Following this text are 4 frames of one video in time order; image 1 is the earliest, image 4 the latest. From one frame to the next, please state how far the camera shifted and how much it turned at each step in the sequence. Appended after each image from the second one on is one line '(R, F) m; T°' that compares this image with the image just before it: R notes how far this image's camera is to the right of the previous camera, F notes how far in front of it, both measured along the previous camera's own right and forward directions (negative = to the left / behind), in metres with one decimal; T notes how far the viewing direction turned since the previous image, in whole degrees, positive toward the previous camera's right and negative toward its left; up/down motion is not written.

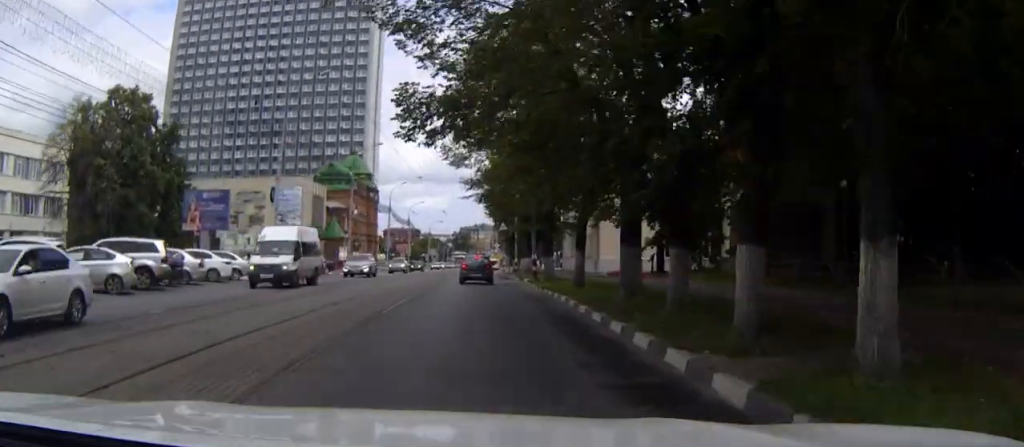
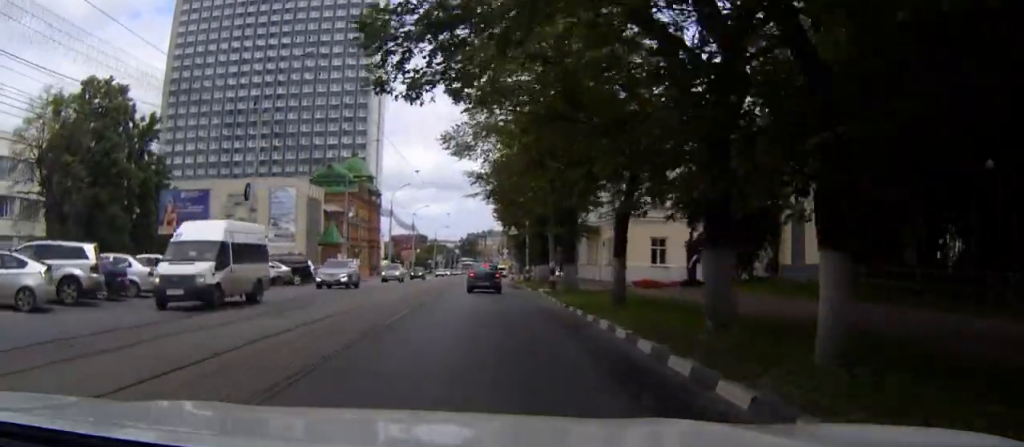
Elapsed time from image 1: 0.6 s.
(0.0, +6.0) m; 0°
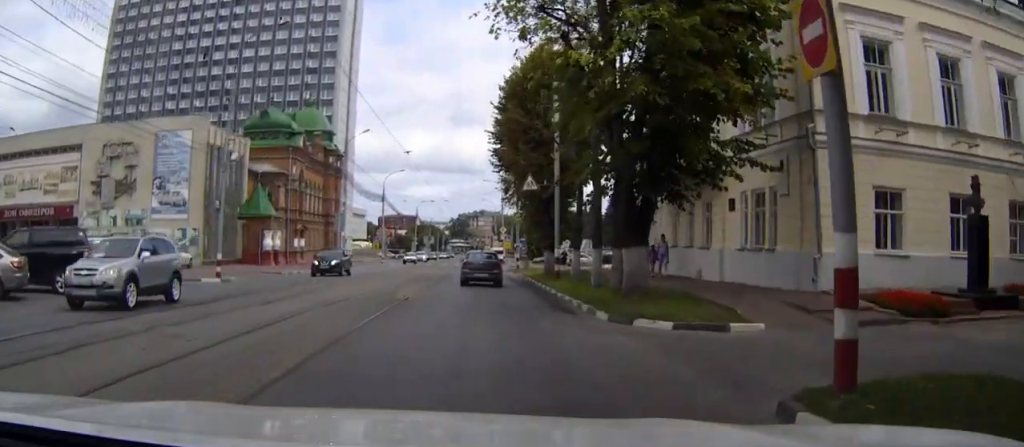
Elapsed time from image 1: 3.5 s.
(+0.5, +28.3) m; +2°
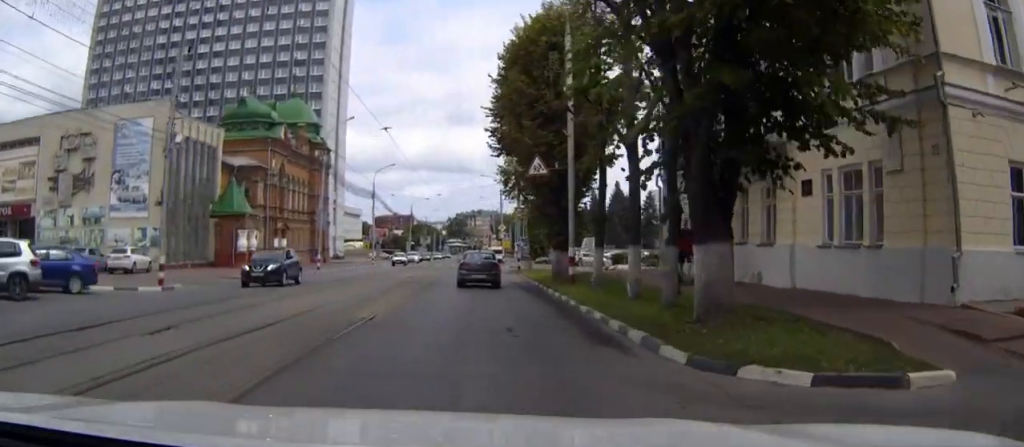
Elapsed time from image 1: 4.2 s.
(+0.1, +6.4) m; 0°
